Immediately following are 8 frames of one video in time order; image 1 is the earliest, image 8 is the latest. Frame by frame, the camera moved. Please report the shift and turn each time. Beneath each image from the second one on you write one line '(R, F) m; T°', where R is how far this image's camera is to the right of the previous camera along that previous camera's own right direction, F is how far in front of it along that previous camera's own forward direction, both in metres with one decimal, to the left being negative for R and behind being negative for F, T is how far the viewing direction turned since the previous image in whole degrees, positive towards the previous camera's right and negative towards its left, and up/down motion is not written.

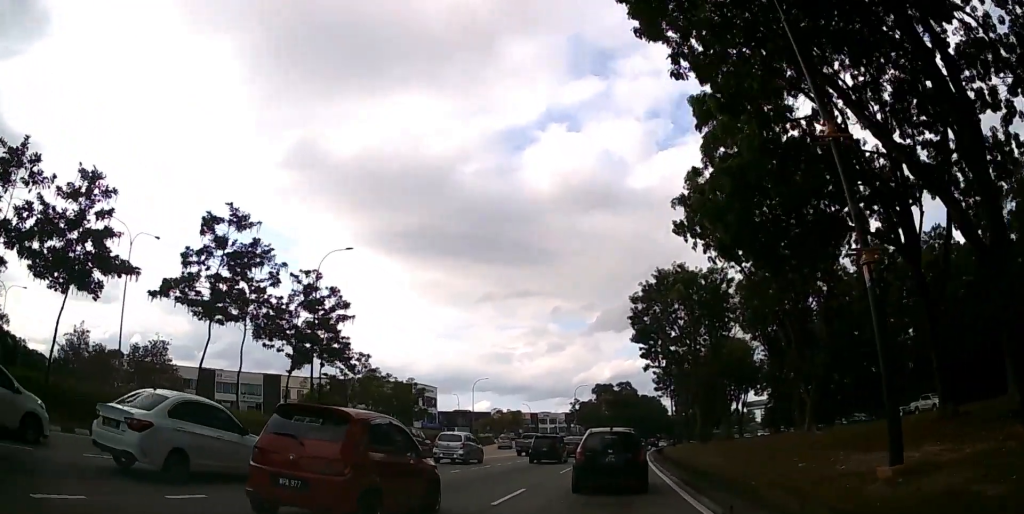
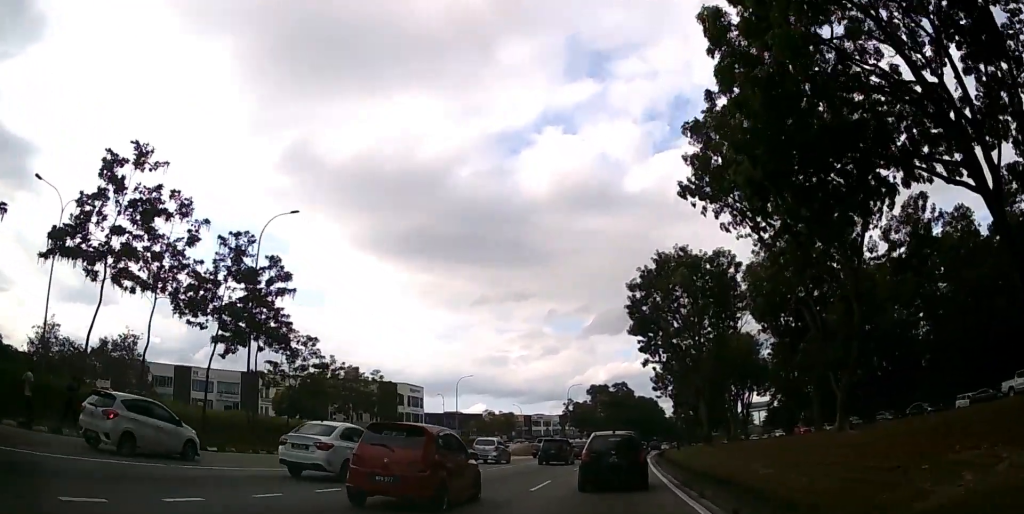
(+0.1, +6.8) m; +1°
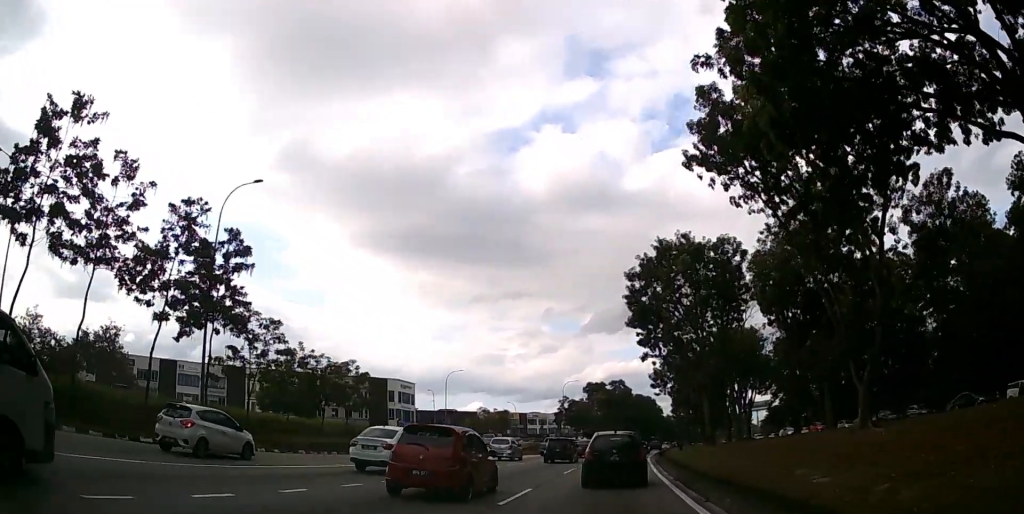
(0.0, +3.7) m; 0°
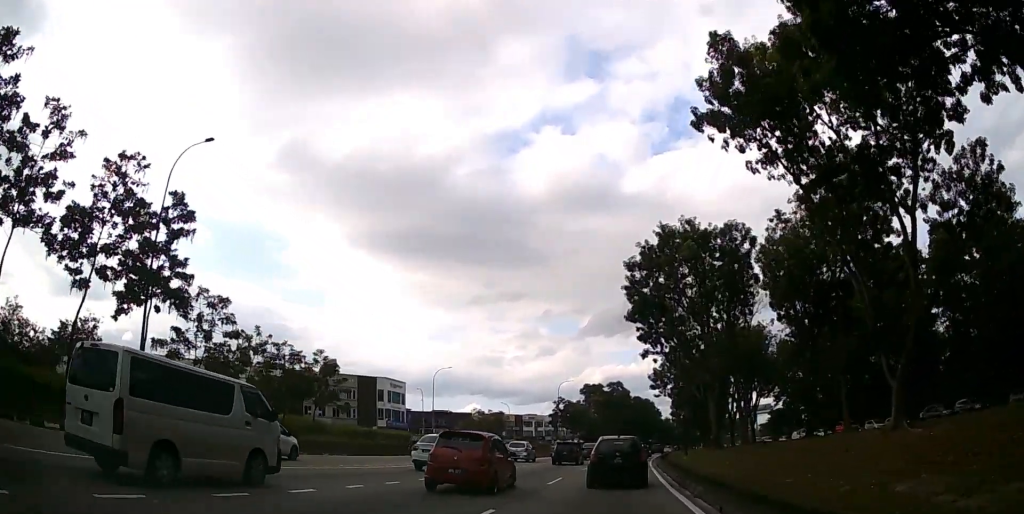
(0.0, +4.7) m; 0°
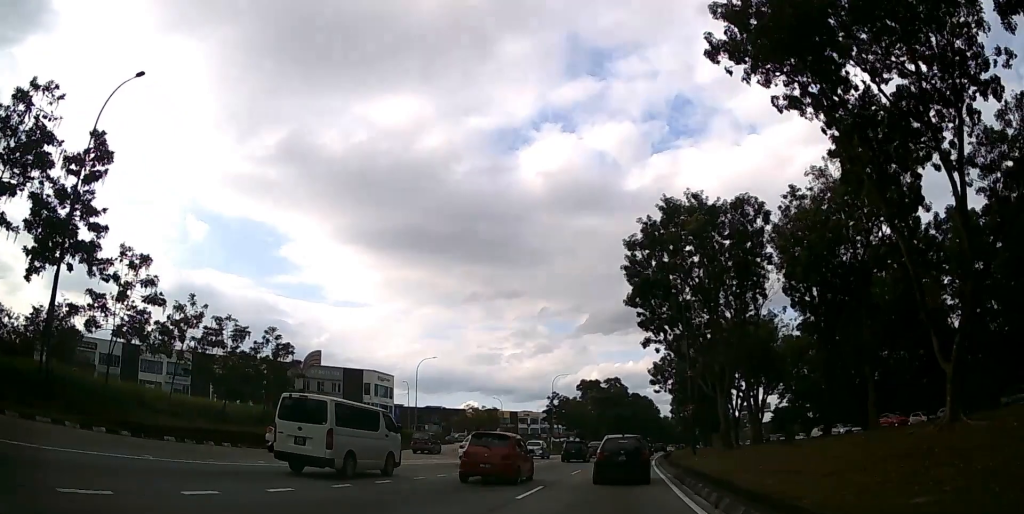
(0.0, +5.3) m; 0°
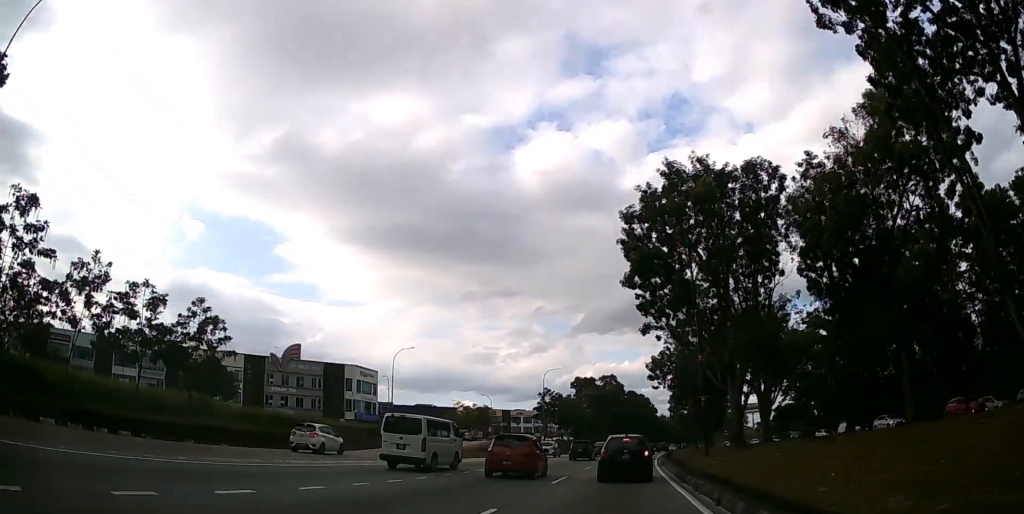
(0.0, +5.8) m; +1°
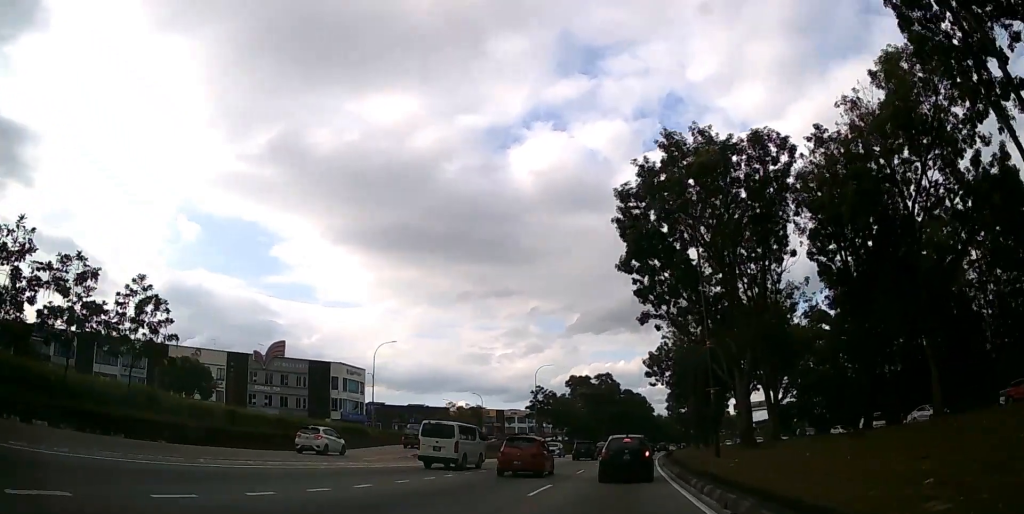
(0.0, +3.8) m; +1°
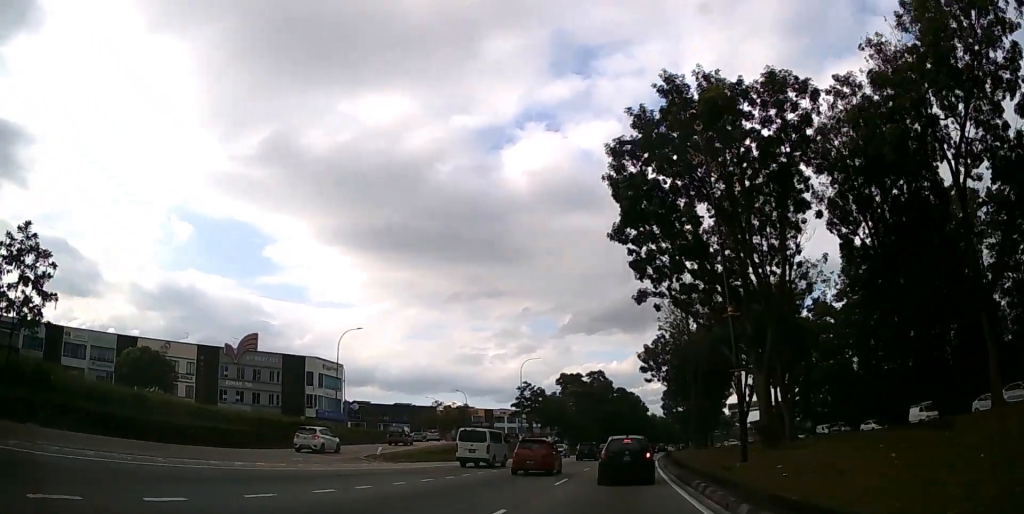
(+0.1, +6.2) m; +1°
